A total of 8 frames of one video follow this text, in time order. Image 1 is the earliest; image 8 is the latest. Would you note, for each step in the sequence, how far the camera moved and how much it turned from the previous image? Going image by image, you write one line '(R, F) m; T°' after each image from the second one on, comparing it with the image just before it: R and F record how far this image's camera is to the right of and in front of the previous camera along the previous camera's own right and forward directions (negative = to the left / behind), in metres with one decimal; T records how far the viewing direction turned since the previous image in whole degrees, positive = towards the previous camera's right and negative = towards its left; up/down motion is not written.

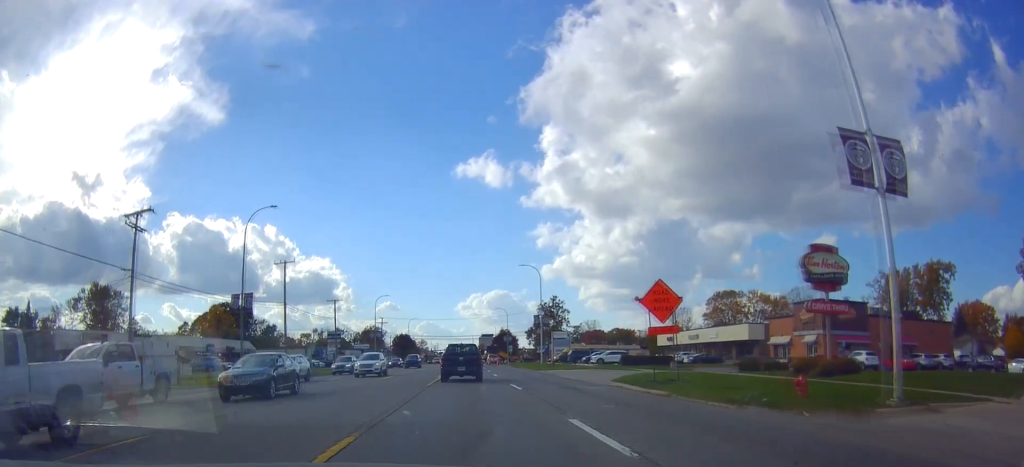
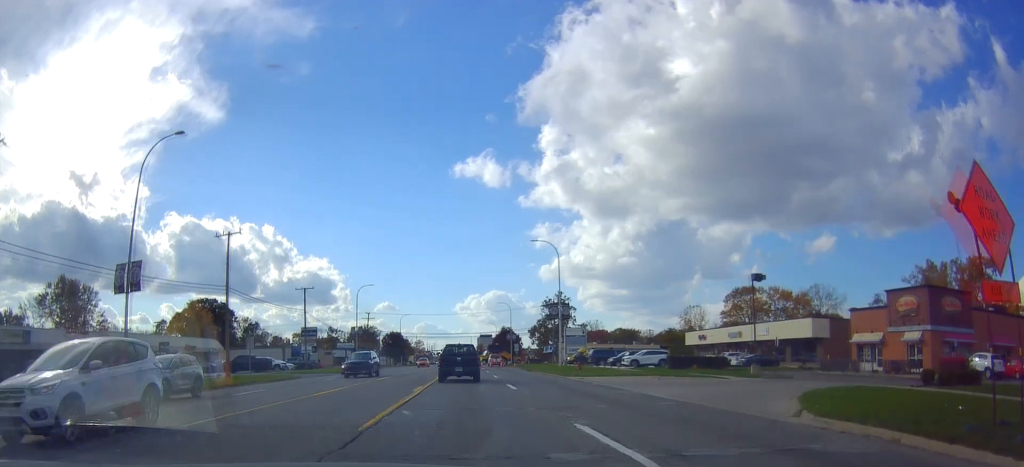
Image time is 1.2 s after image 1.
(-0.2, +16.0) m; 0°
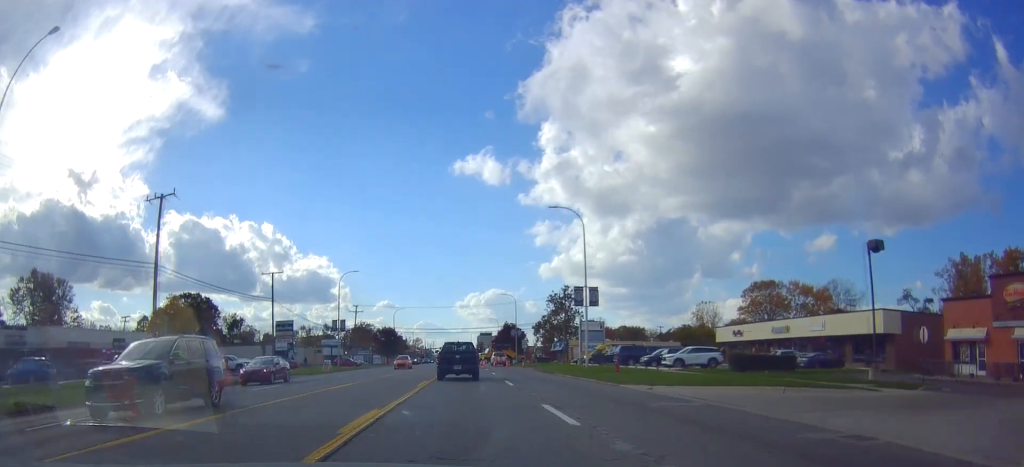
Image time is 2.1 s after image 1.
(+0.1, +12.4) m; -1°
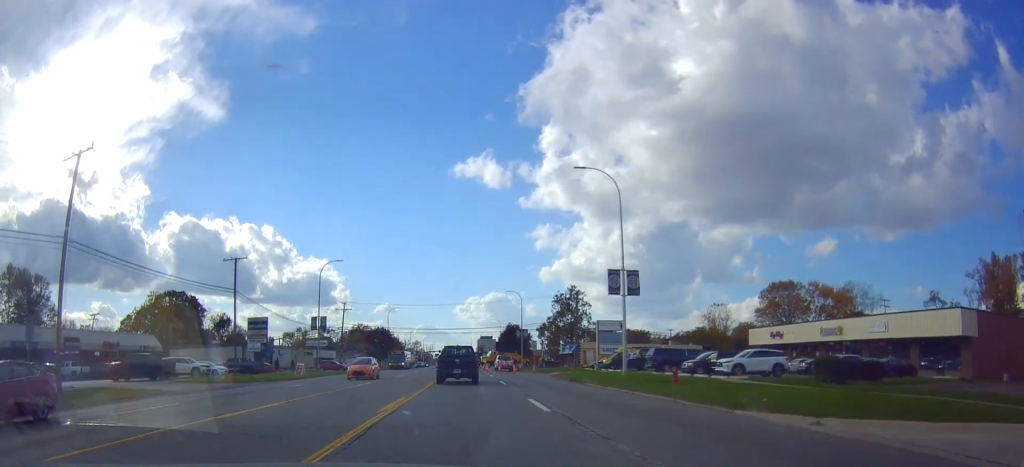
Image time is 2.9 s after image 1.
(-0.3, +10.6) m; -1°
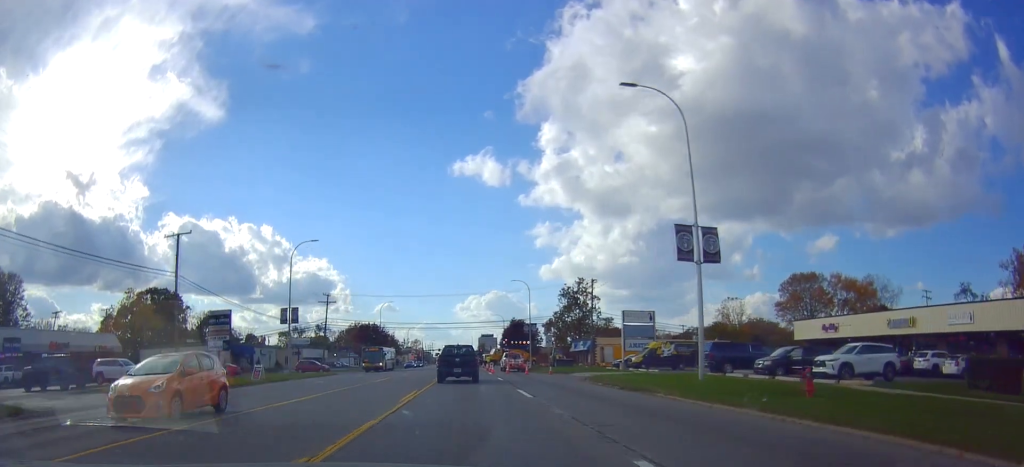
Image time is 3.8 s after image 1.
(-0.1, +11.5) m; +2°
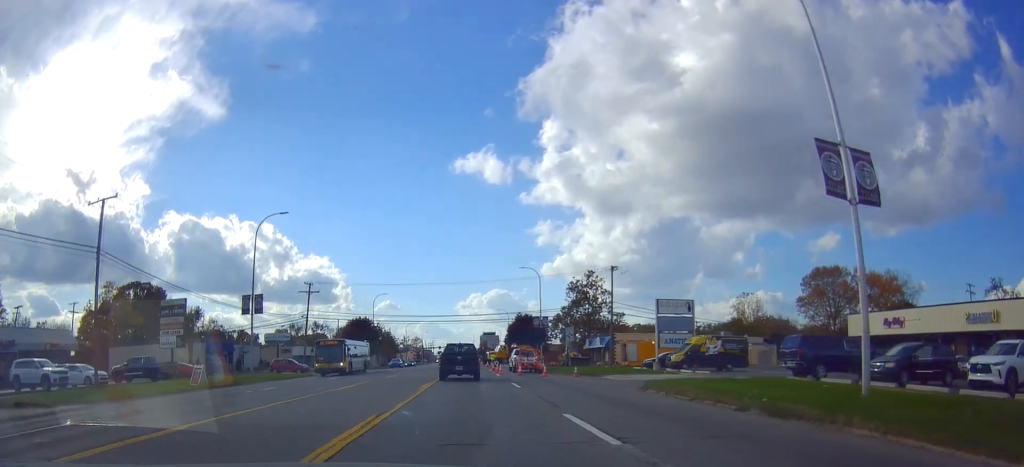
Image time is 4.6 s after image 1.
(+0.4, +10.6) m; +2°
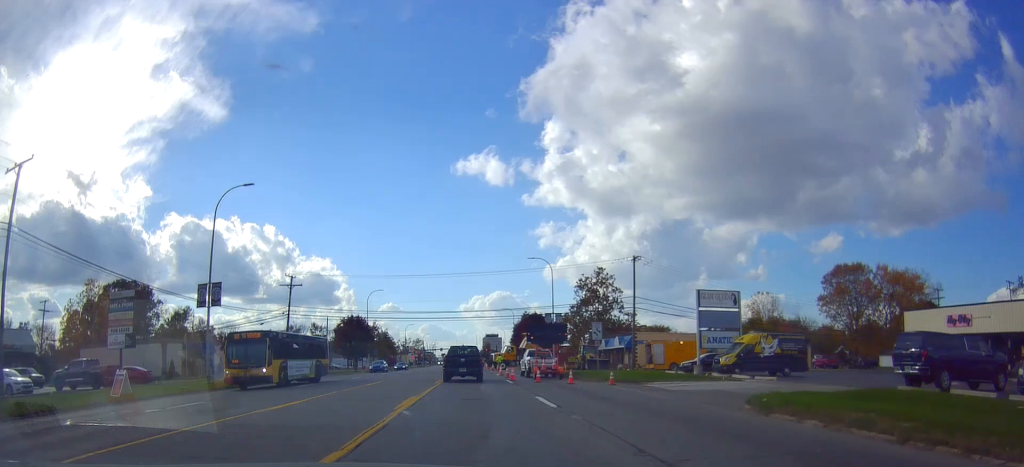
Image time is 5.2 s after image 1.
(+0.1, +8.6) m; +1°
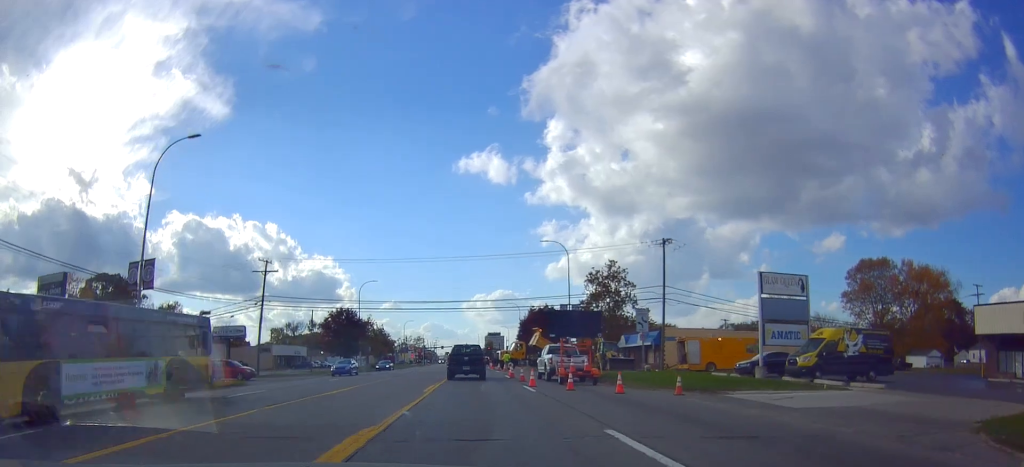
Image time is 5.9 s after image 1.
(0.0, +9.0) m; 0°
